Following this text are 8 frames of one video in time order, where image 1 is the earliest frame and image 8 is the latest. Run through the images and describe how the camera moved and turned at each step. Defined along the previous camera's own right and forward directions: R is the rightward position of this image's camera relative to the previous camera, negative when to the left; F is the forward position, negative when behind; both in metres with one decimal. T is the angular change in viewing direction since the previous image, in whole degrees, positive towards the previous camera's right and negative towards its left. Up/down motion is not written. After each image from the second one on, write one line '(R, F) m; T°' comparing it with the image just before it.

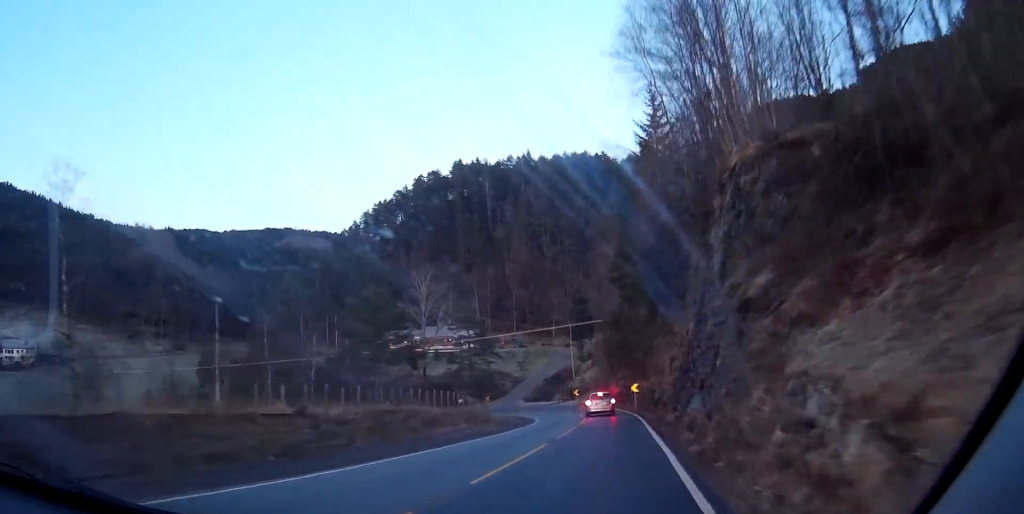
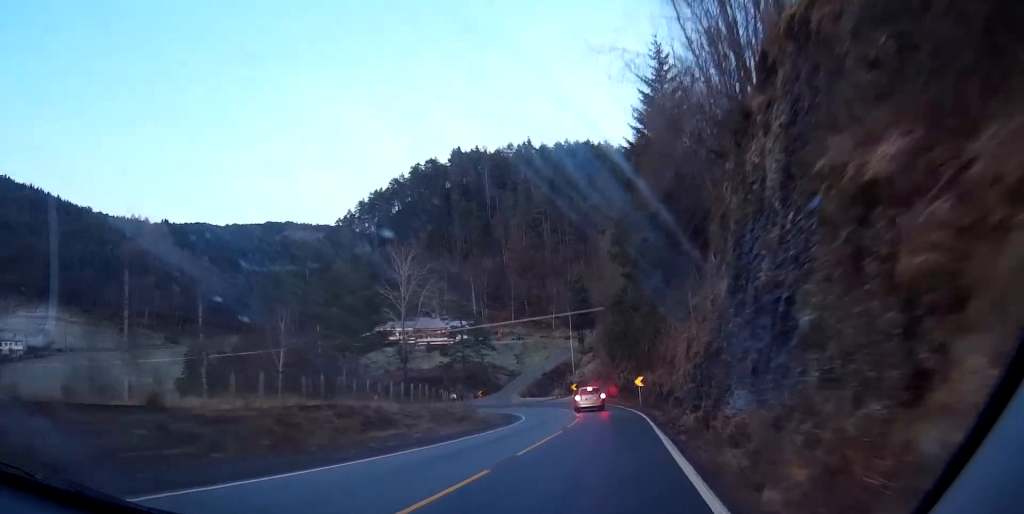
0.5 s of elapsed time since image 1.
(-0.3, +8.5) m; -1°
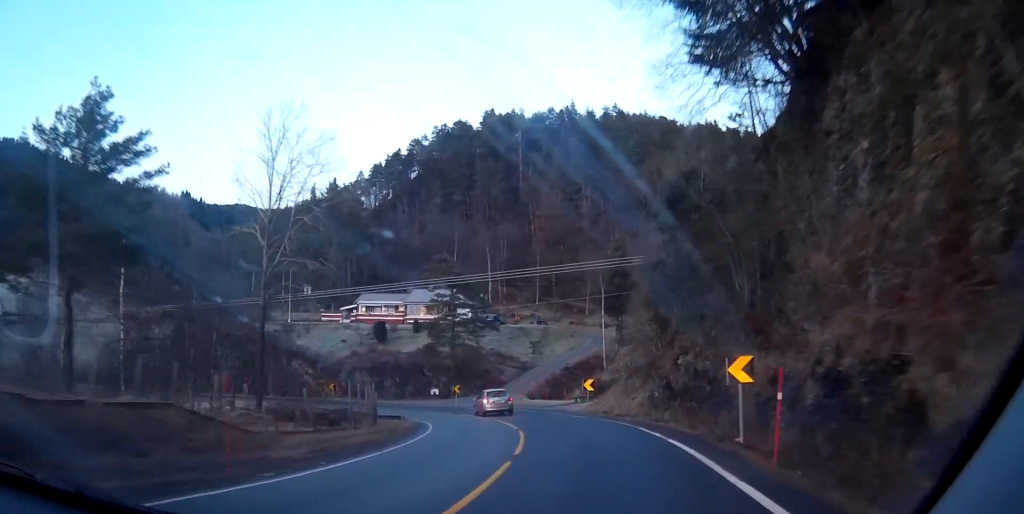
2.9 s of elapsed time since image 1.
(+1.5, +36.0) m; +3°
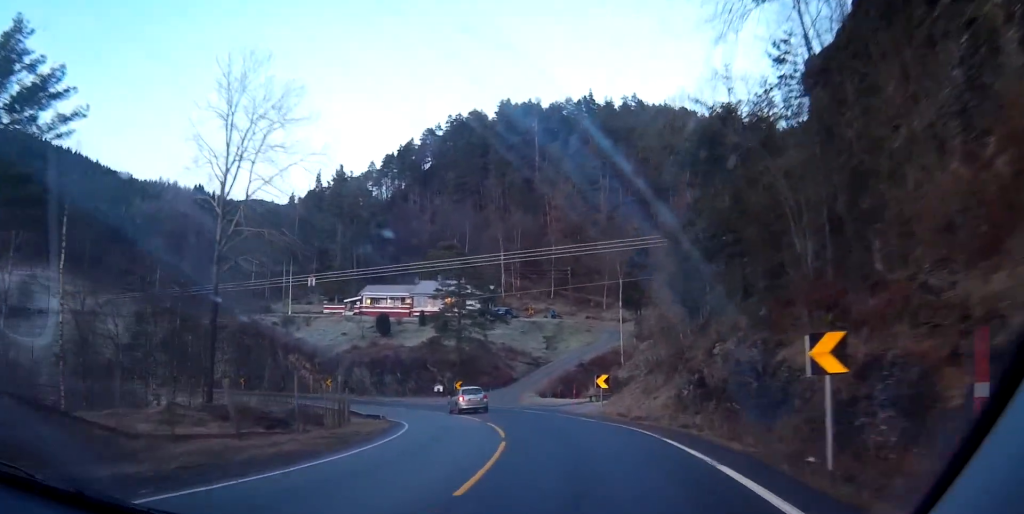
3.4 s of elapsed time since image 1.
(0.0, +6.9) m; 0°
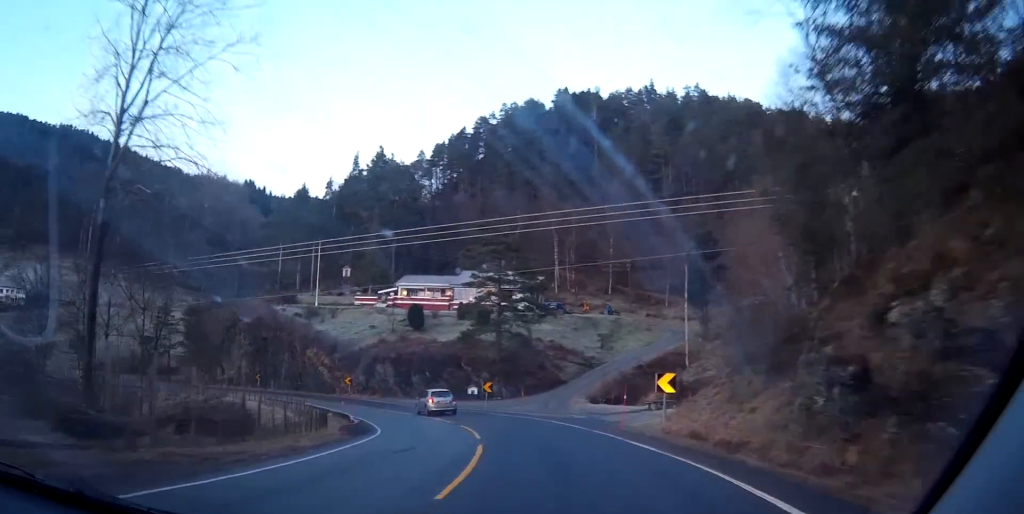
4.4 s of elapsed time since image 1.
(-0.1, +12.5) m; -5°
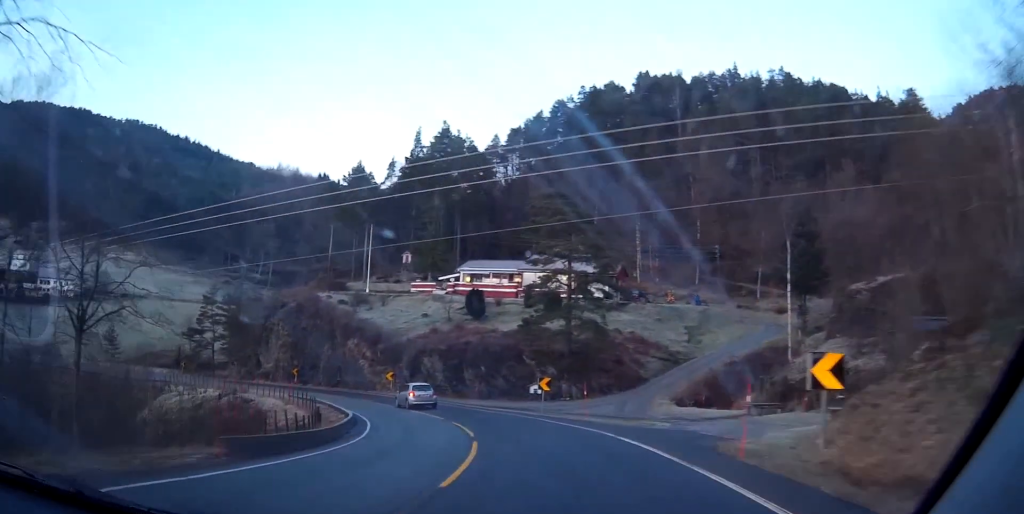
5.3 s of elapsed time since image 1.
(-1.1, +12.1) m; -6°
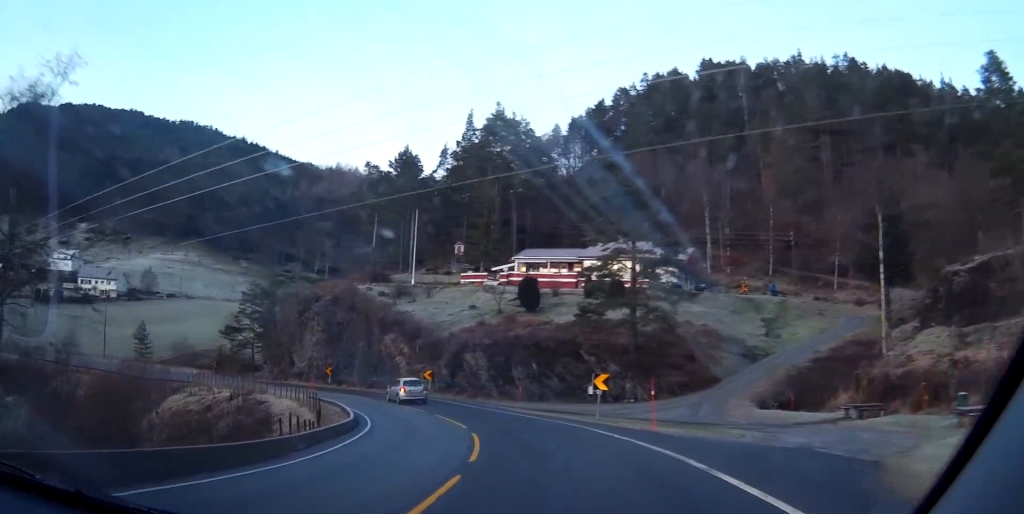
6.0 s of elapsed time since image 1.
(-0.2, +8.3) m; -5°
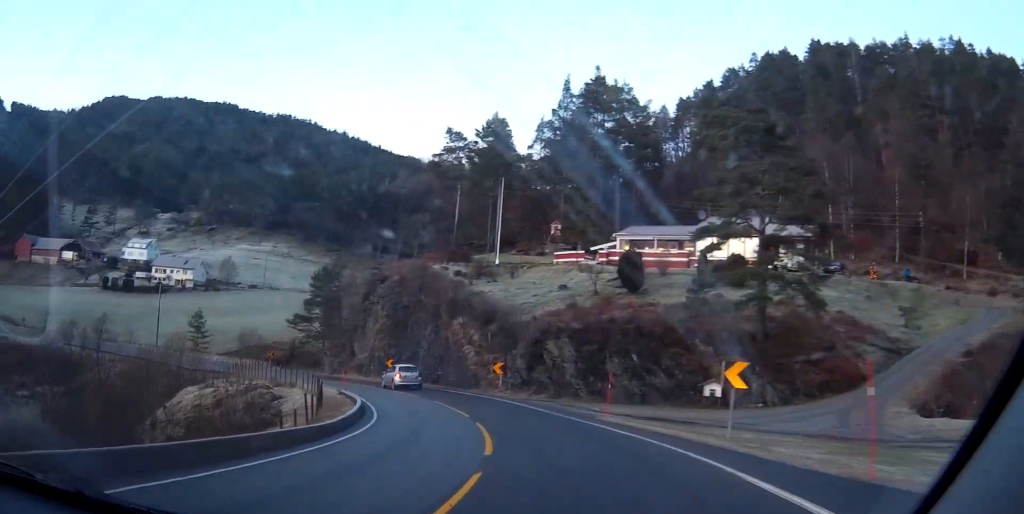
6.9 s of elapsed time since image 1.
(-0.6, +11.8) m; -10°
